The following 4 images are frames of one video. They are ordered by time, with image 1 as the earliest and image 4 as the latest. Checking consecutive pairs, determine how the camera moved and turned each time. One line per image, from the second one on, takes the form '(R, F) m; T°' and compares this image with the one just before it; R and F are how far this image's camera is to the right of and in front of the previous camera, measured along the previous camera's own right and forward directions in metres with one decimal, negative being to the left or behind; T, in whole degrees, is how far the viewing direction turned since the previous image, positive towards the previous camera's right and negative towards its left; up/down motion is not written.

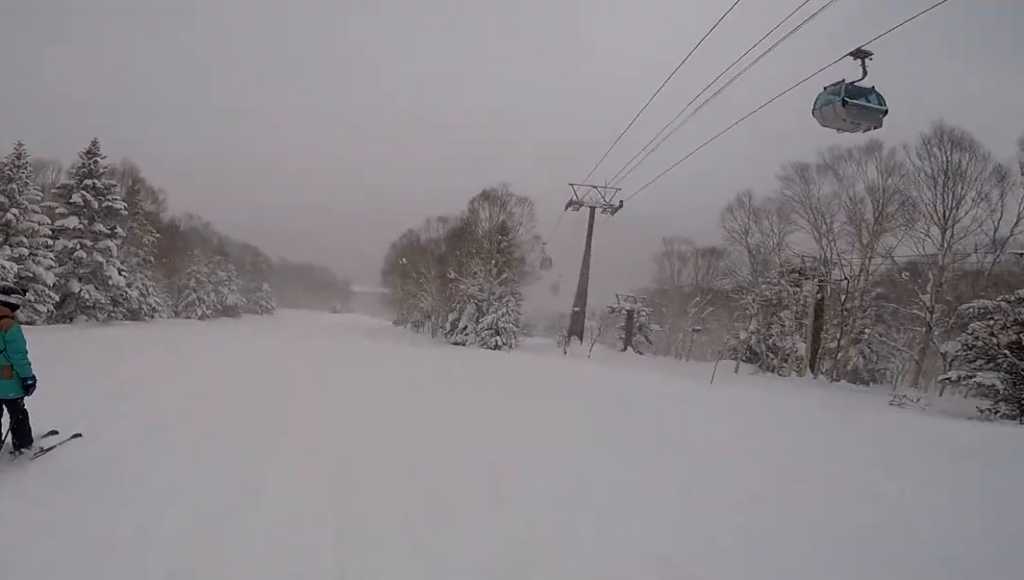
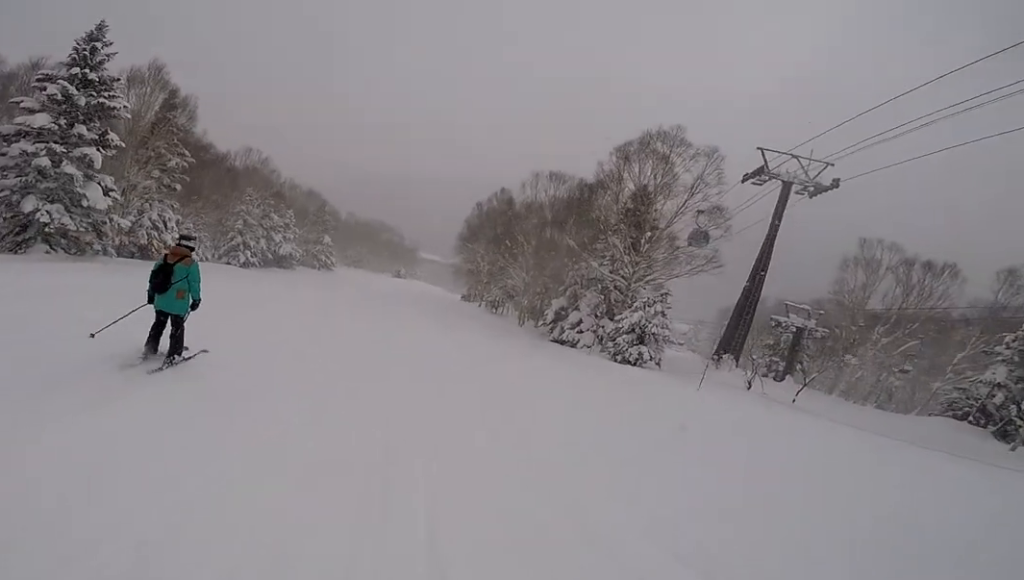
(+0.1, +12.0) m; 0°
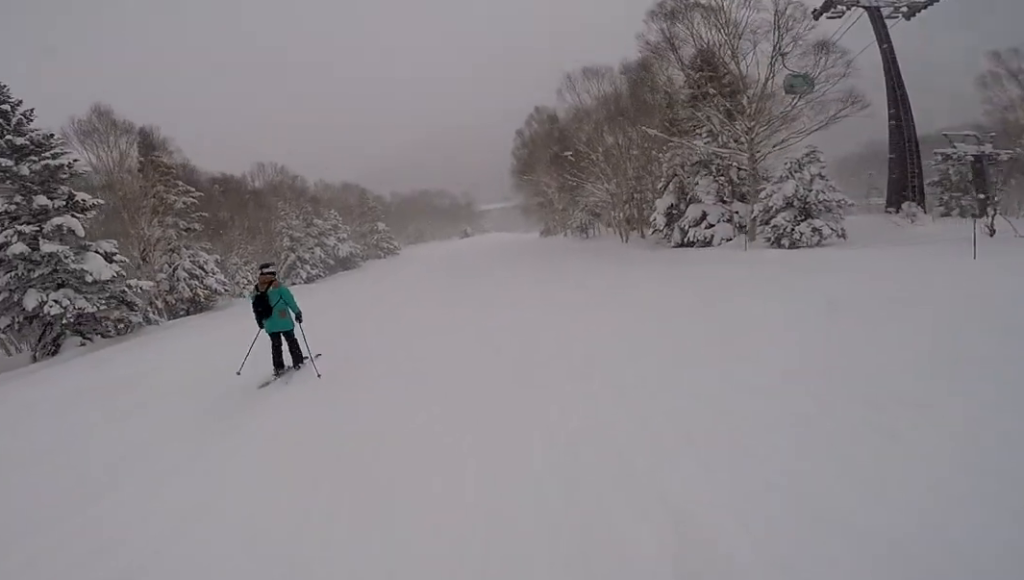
(-0.3, +4.9) m; -2°
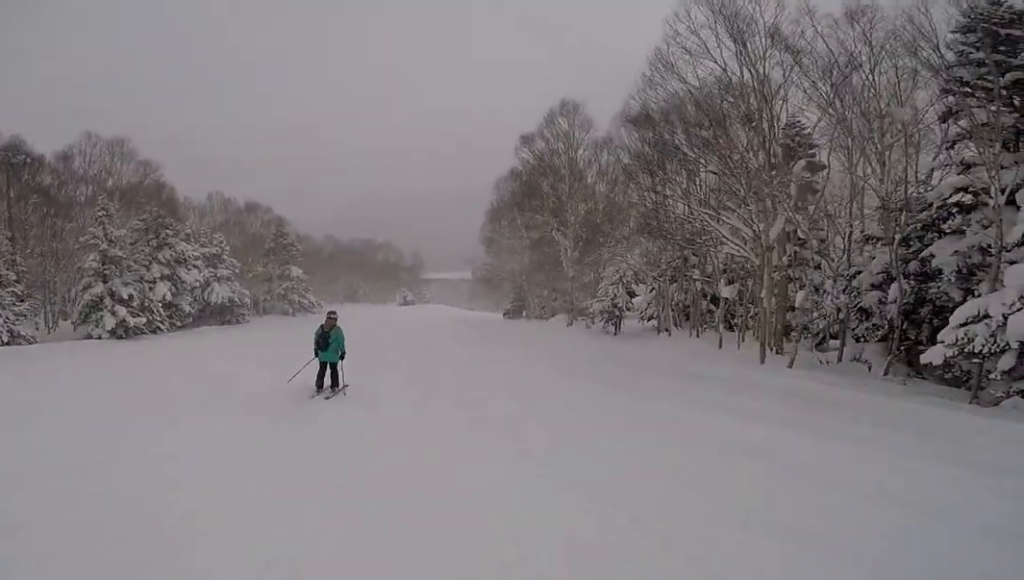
(+2.7, +22.1) m; +8°
